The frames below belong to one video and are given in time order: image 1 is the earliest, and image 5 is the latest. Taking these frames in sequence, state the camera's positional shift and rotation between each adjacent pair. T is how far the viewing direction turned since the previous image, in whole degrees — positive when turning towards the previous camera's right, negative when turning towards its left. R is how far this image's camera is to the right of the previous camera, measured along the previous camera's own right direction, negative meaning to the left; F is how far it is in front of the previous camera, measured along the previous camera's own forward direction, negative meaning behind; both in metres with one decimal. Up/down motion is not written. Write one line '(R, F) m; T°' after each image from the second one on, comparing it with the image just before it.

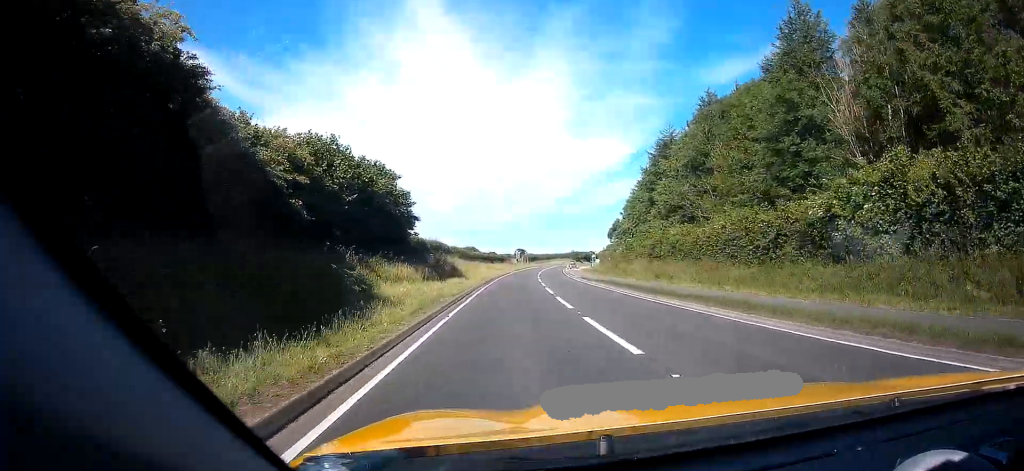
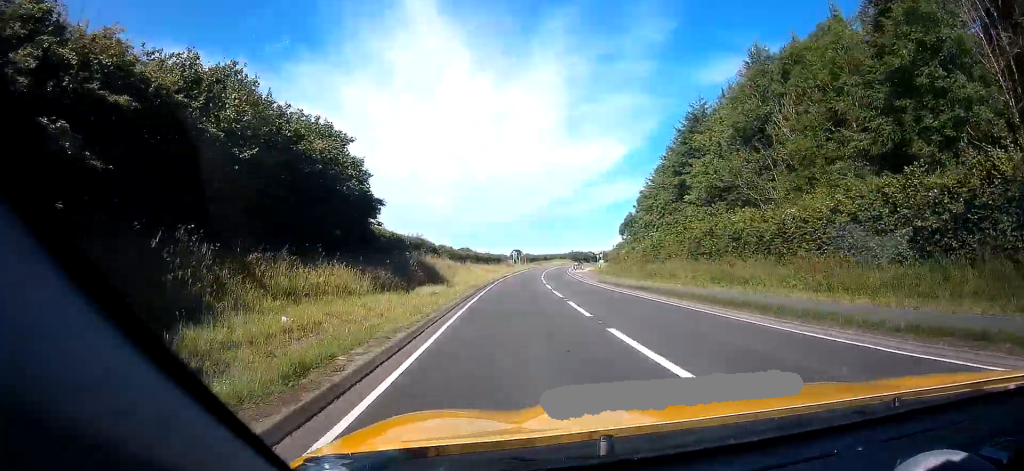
(-0.1, +11.7) m; +1°
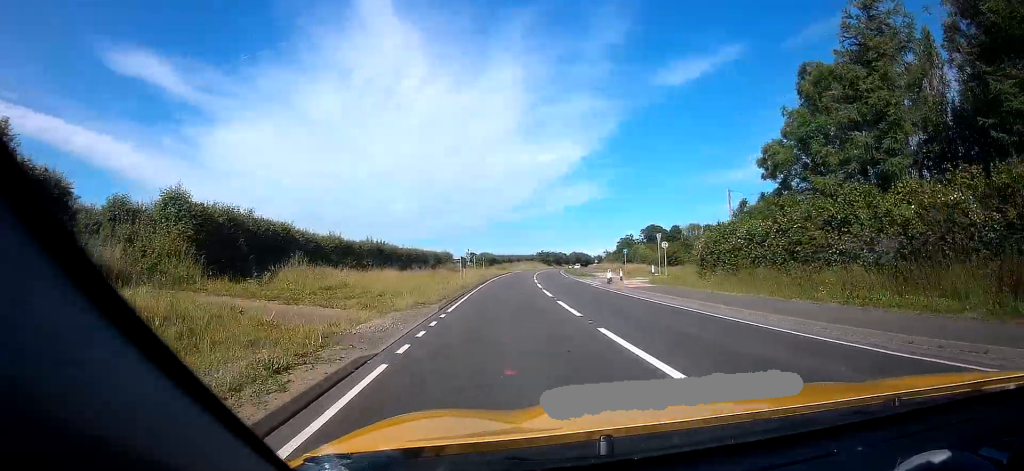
(+1.4, +54.3) m; +4°
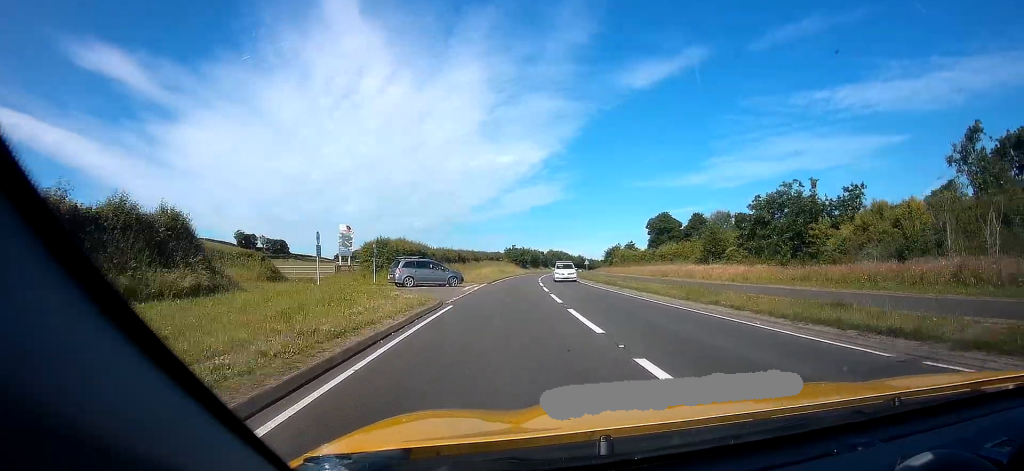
(+3.8, +68.0) m; +6°
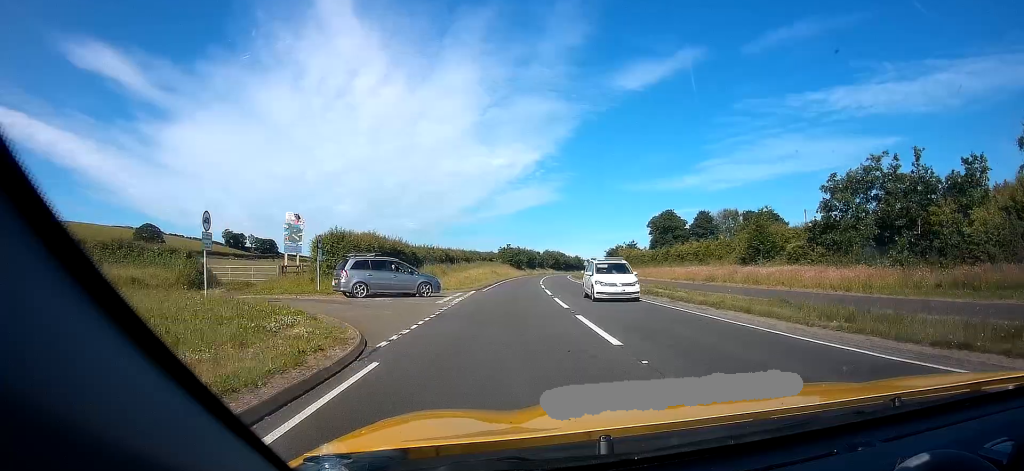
(0.0, +10.9) m; +1°
